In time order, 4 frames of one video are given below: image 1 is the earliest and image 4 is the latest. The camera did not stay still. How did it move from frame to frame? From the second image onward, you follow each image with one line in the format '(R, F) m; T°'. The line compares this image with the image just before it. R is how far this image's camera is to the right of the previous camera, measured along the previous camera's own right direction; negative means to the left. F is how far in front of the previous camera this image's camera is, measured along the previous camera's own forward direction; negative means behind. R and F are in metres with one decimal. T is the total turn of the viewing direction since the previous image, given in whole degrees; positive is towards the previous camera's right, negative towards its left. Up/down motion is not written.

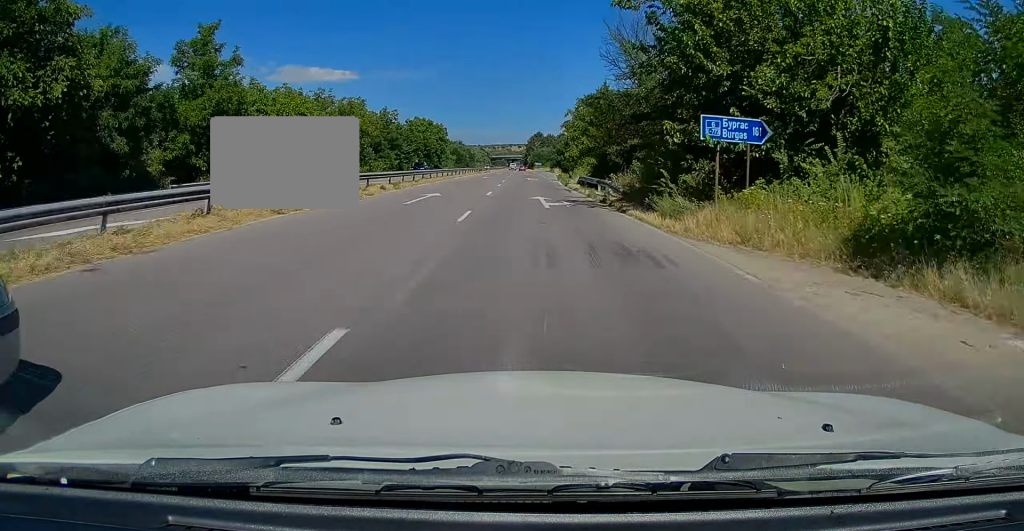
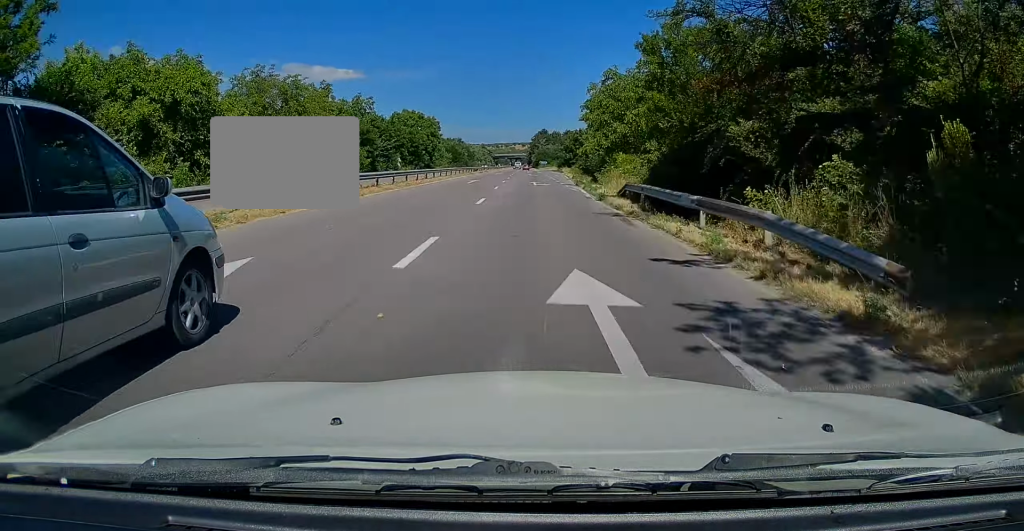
(0.0, +18.3) m; -1°
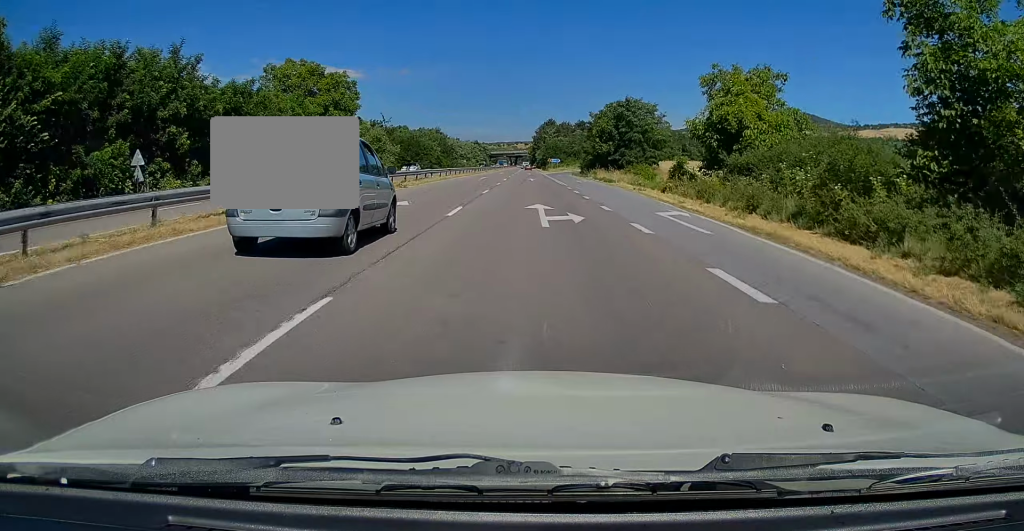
(-0.7, +63.9) m; -1°
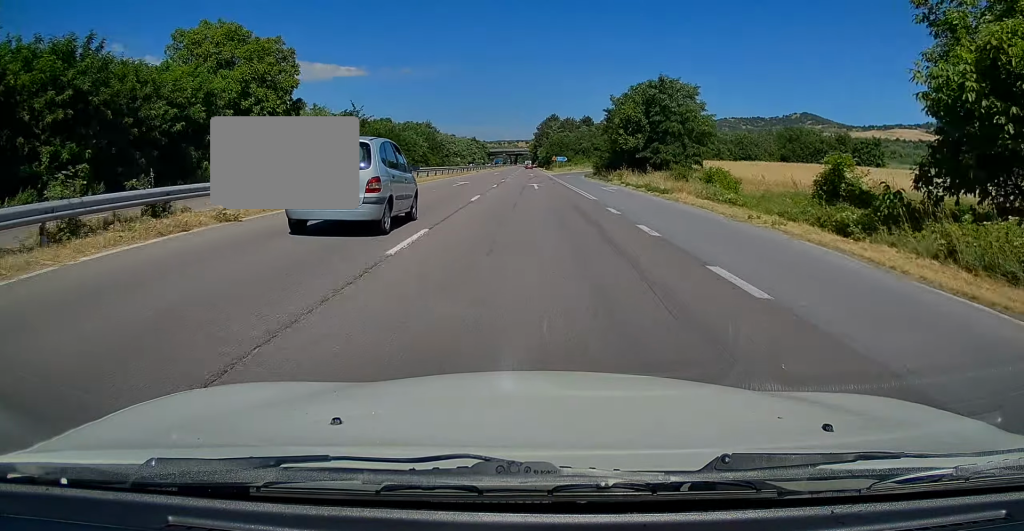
(-0.3, +18.5) m; -1°
